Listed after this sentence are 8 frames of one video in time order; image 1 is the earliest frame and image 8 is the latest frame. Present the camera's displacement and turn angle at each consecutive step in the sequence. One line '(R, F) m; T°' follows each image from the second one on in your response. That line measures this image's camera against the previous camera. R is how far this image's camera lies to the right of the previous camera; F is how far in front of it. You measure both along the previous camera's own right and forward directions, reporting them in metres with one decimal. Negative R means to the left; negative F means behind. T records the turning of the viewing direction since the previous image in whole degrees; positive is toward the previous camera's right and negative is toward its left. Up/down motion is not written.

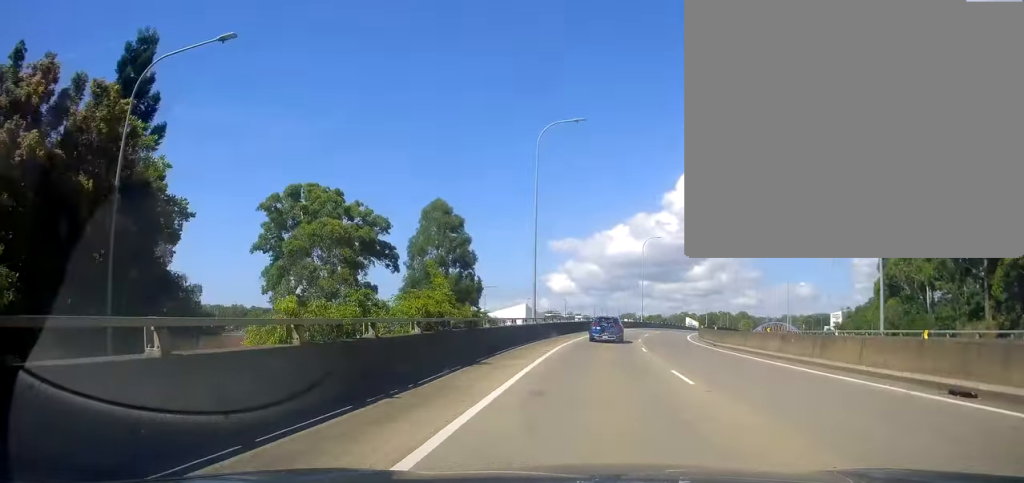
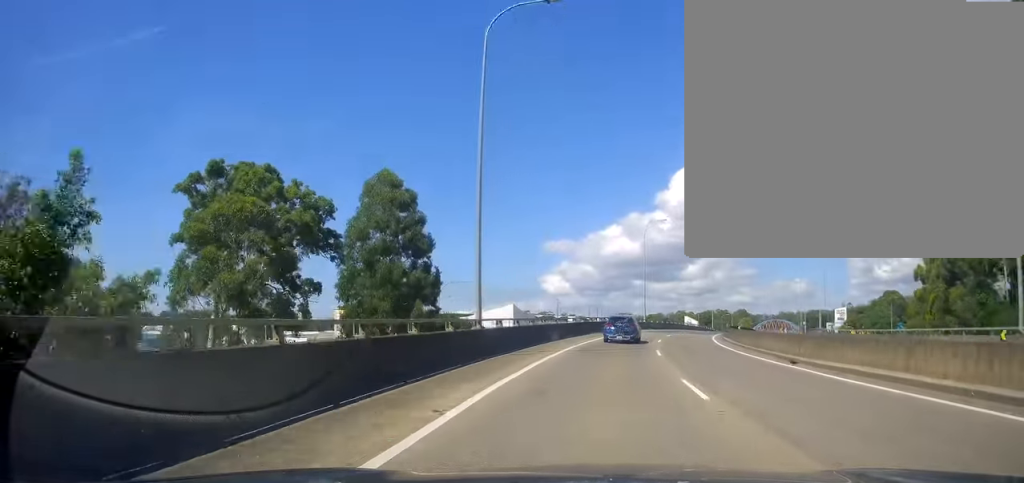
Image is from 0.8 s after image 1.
(0.0, +14.7) m; -1°
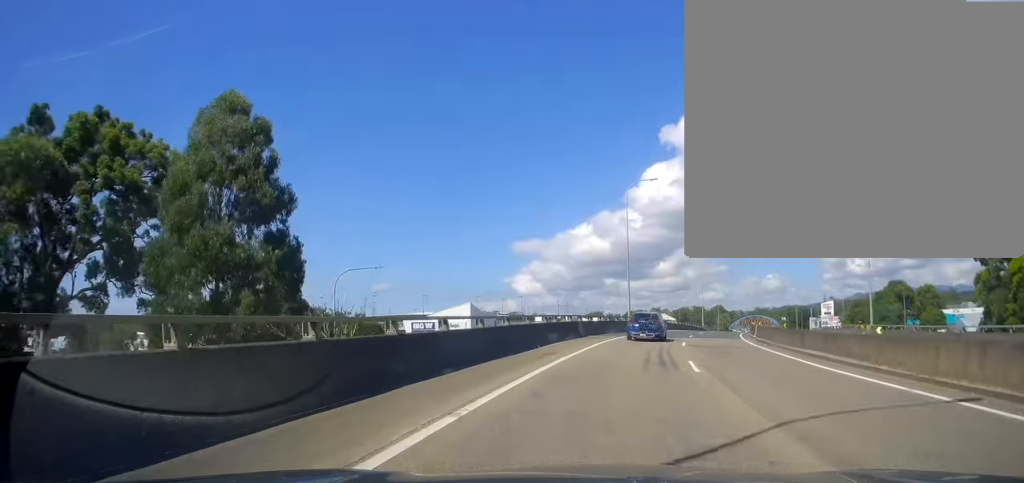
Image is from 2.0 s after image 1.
(-0.2, +20.5) m; +2°
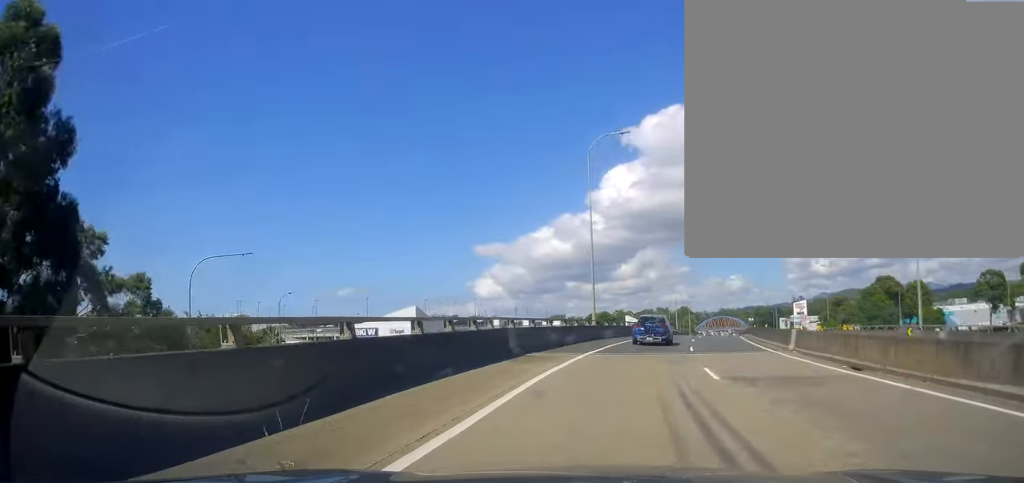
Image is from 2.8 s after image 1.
(+0.4, +14.5) m; +4°
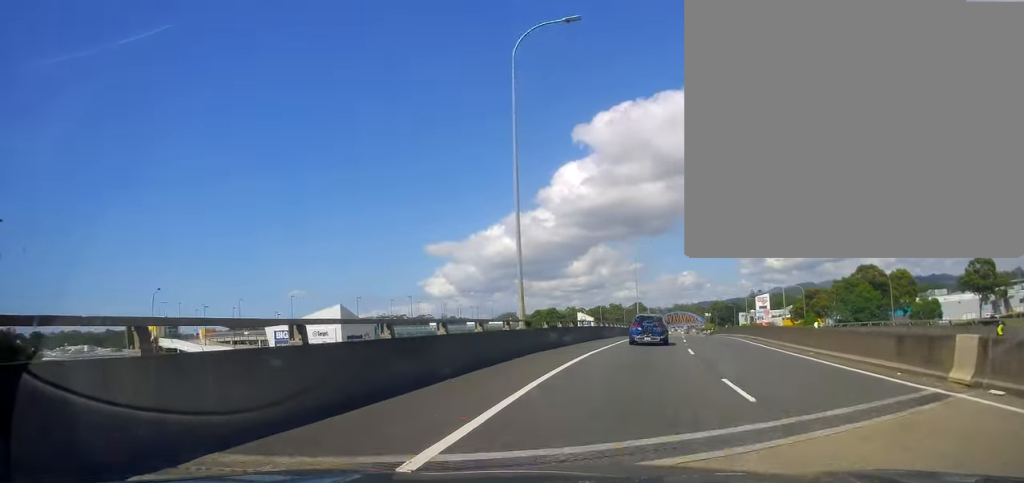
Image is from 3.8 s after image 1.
(+0.7, +15.7) m; +3°
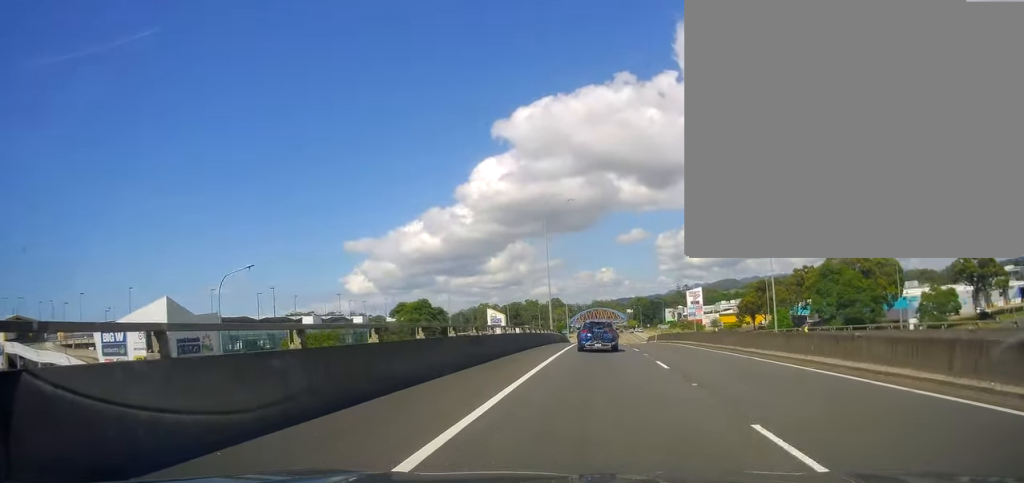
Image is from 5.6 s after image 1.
(+1.9, +29.7) m; +10°
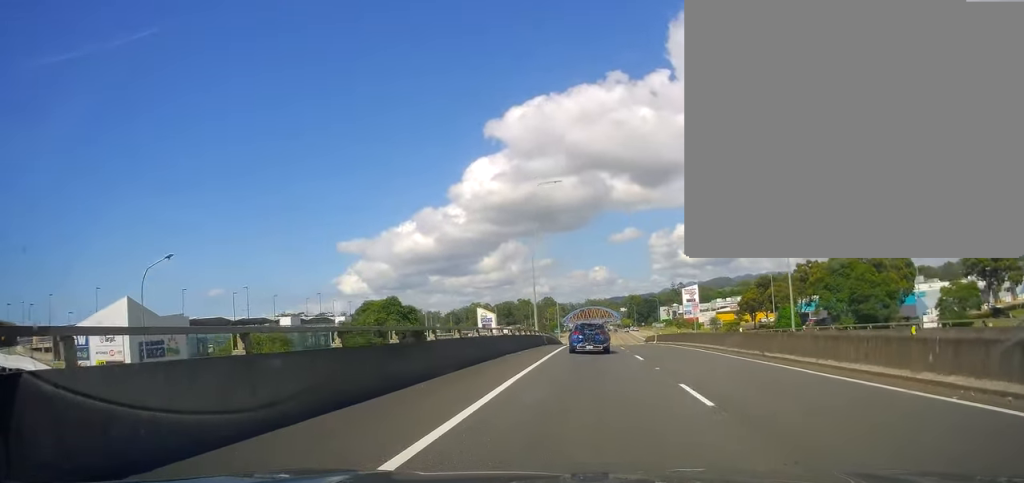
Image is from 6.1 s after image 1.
(+0.3, +7.3) m; +1°
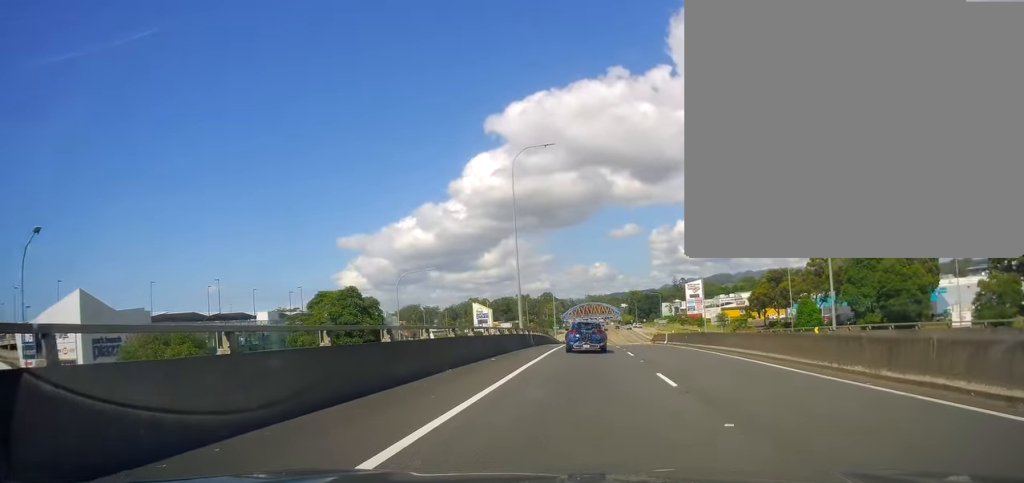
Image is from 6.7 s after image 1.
(+0.2, +9.3) m; +1°
